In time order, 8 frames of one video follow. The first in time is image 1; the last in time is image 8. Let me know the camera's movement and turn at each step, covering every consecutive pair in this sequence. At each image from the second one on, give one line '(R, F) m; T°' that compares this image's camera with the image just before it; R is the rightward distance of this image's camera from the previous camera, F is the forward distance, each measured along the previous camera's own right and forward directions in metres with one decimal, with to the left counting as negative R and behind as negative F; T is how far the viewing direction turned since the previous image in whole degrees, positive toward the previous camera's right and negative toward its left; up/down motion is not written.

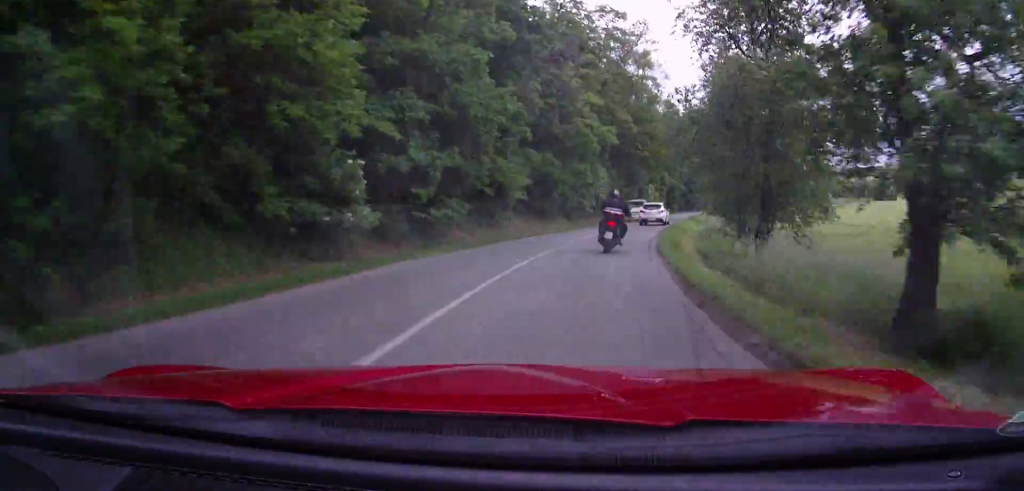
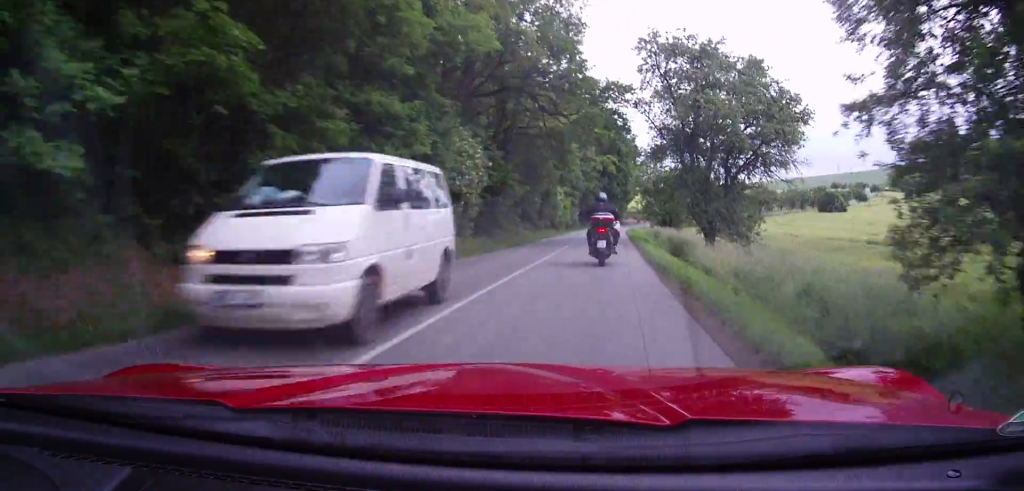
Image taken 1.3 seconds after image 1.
(+1.0, +29.5) m; +6°
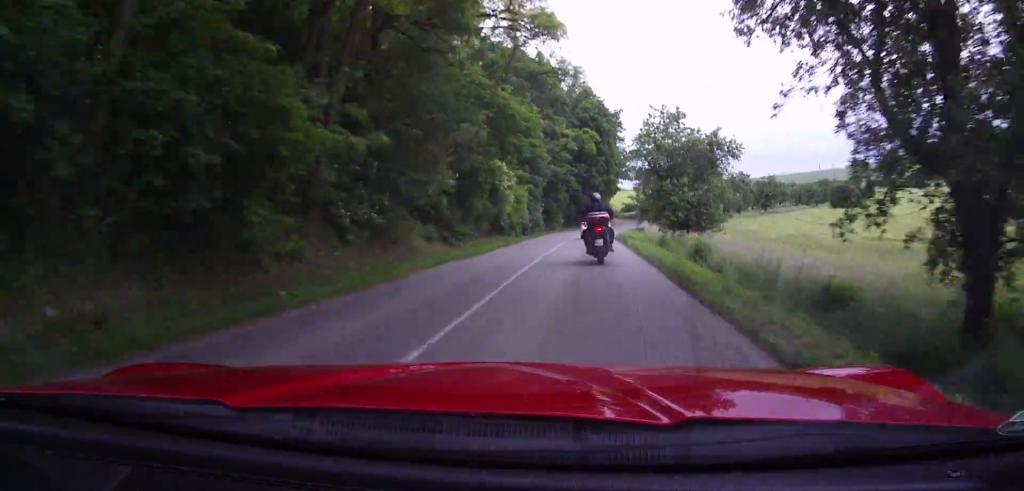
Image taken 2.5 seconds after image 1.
(+1.6, +25.4) m; +4°
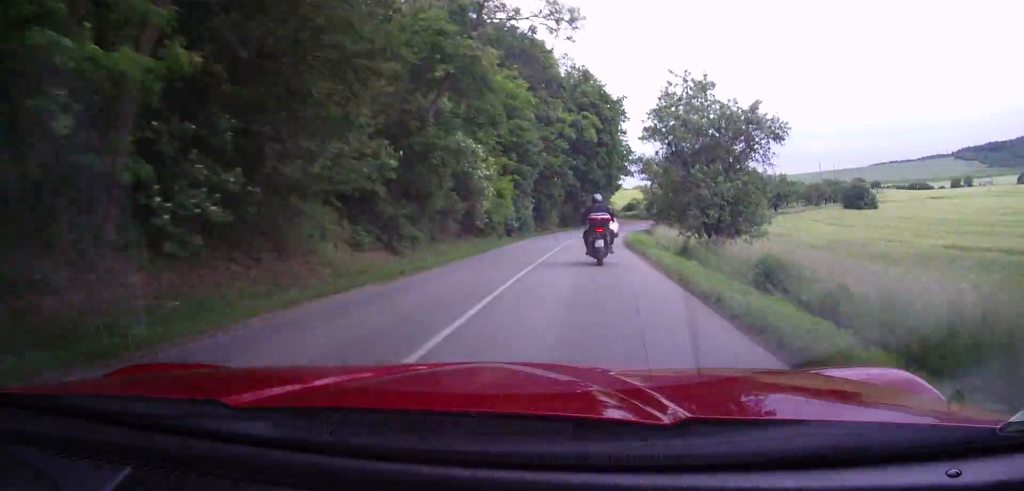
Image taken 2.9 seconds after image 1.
(+0.1, +8.4) m; +1°
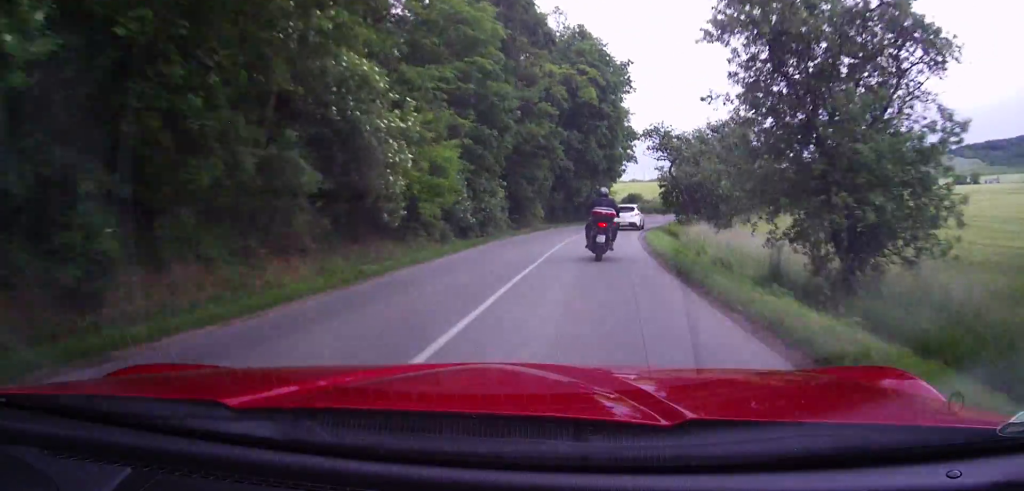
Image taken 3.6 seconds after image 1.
(-0.3, +13.9) m; 0°
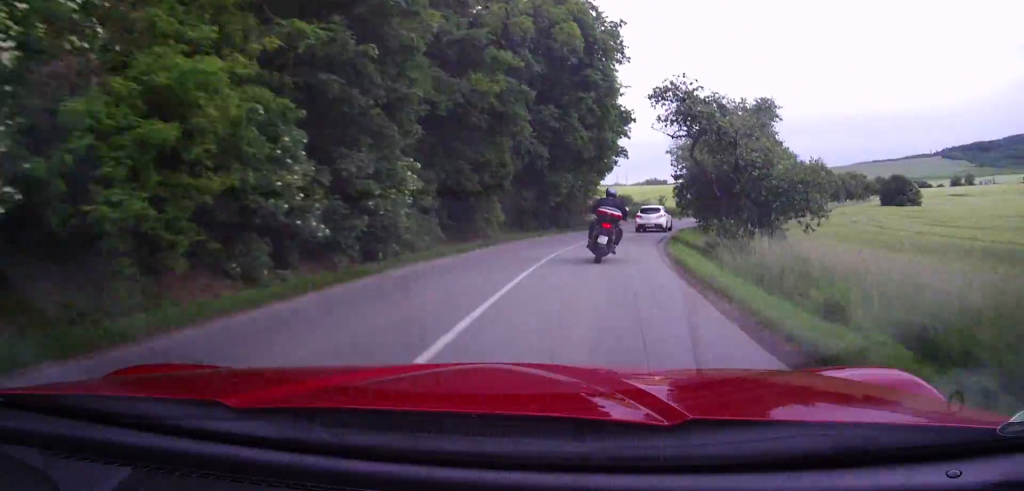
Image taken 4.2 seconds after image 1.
(+0.2, +13.5) m; +3°
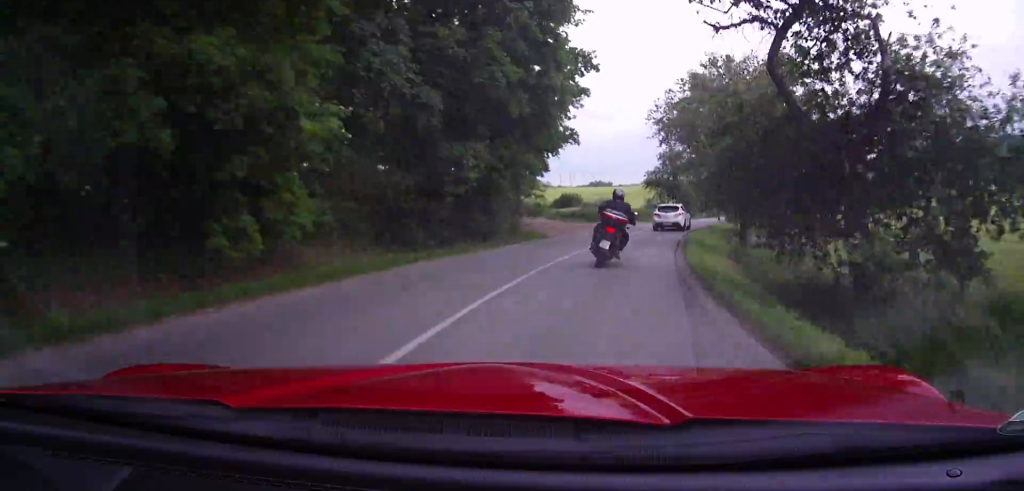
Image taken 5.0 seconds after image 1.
(+0.4, +17.2) m; +5°
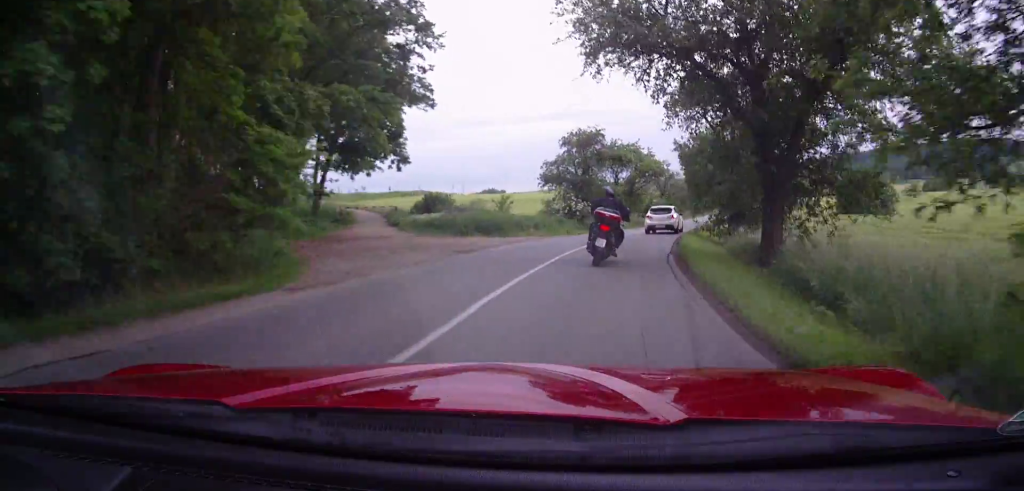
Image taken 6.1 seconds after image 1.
(+1.7, +23.0) m; +8°
